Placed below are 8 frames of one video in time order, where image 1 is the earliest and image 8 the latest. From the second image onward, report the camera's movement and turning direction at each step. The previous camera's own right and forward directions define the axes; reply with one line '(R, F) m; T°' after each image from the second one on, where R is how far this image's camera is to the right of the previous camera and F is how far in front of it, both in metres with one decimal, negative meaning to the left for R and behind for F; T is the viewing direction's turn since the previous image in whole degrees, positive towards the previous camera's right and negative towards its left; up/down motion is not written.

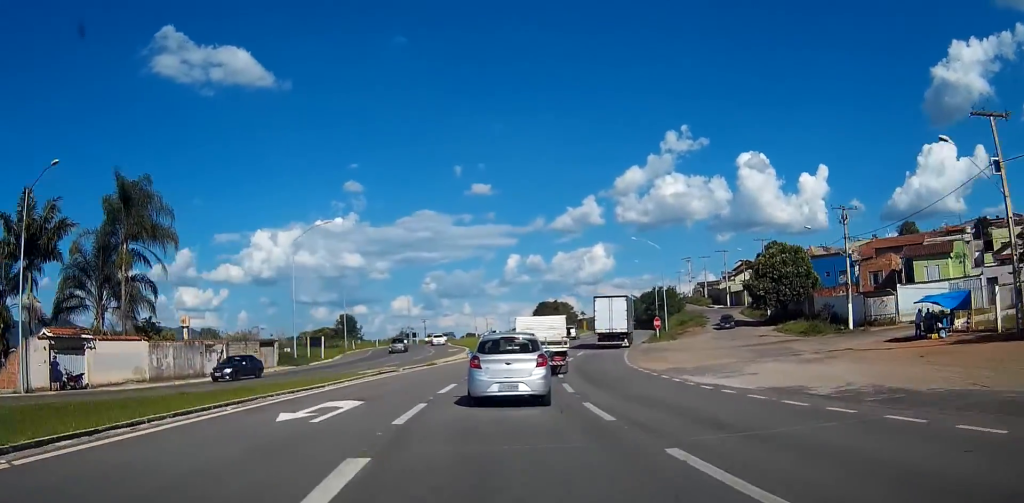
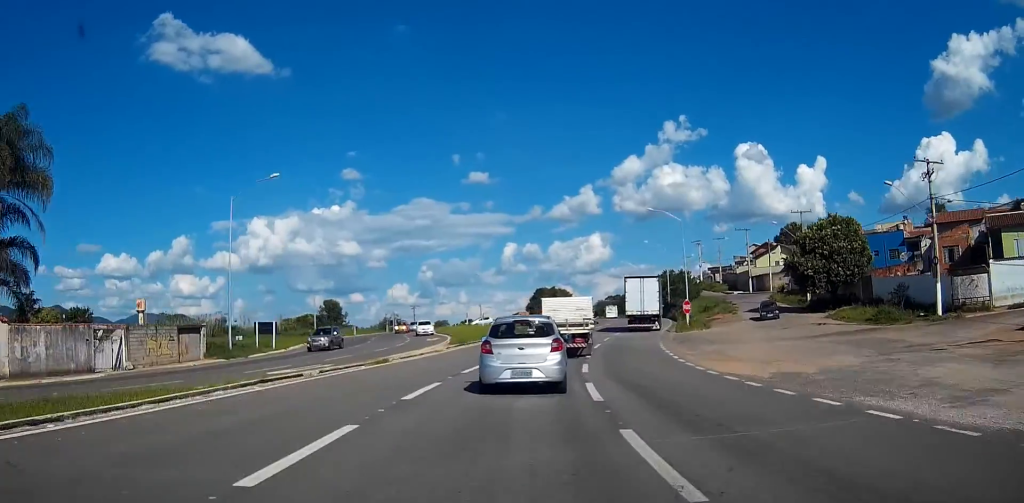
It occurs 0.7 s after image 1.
(-0.1, +14.1) m; 0°
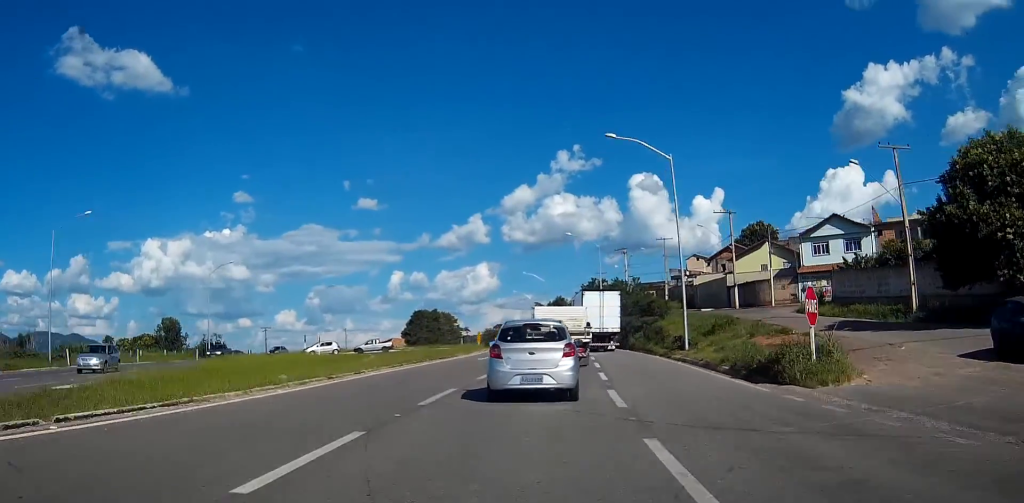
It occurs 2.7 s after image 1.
(+2.0, +38.5) m; +7°
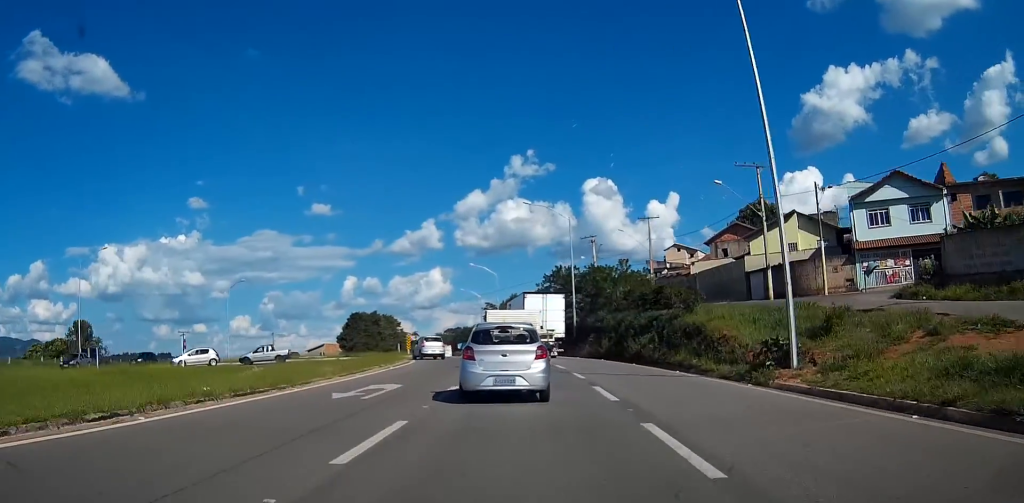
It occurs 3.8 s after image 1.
(+0.8, +21.5) m; +3°
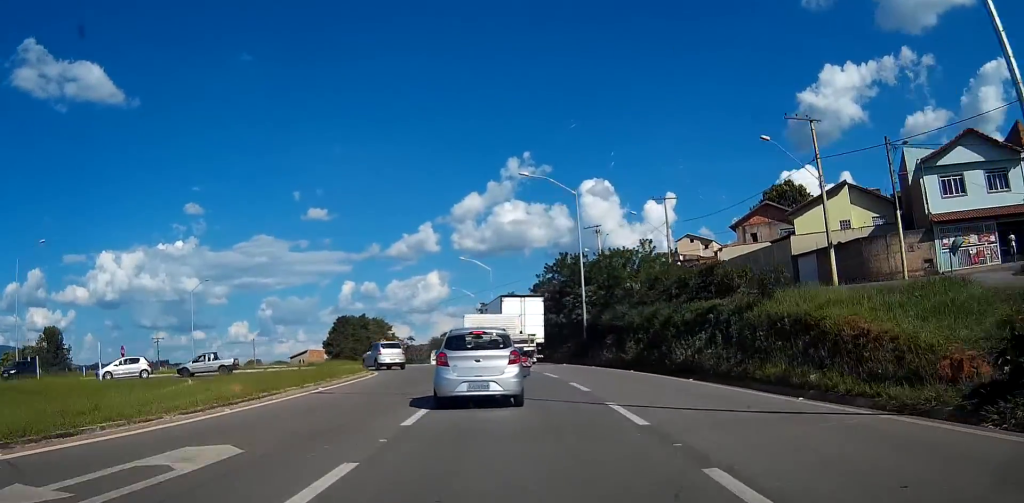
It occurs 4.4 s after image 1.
(+0.1, +11.3) m; 0°
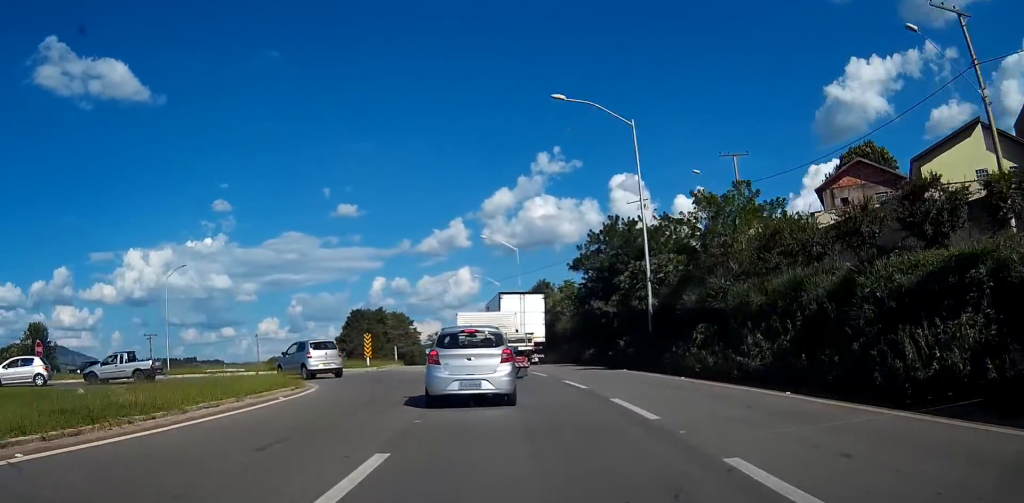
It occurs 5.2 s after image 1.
(0.0, +14.9) m; -1°
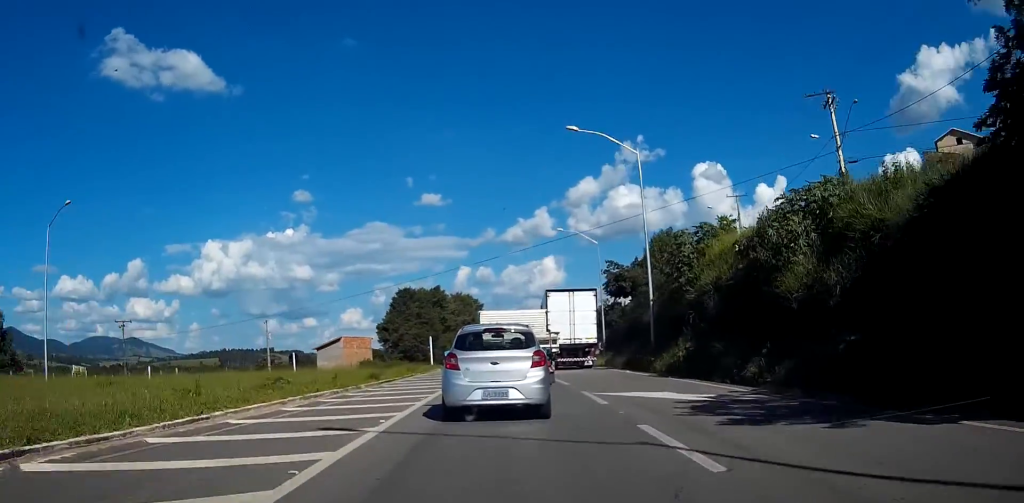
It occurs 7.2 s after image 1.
(-1.8, +35.1) m; -5°
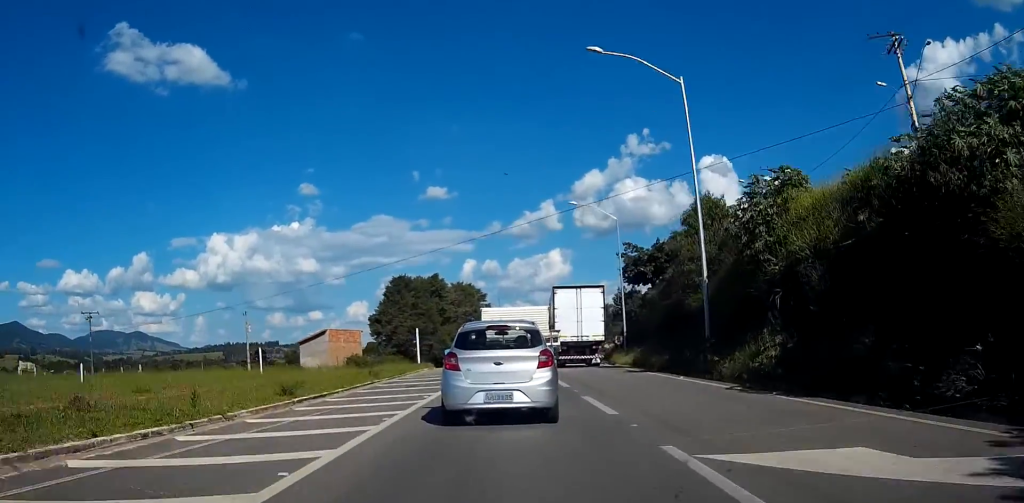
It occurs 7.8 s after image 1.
(0.0, +10.1) m; -1°
